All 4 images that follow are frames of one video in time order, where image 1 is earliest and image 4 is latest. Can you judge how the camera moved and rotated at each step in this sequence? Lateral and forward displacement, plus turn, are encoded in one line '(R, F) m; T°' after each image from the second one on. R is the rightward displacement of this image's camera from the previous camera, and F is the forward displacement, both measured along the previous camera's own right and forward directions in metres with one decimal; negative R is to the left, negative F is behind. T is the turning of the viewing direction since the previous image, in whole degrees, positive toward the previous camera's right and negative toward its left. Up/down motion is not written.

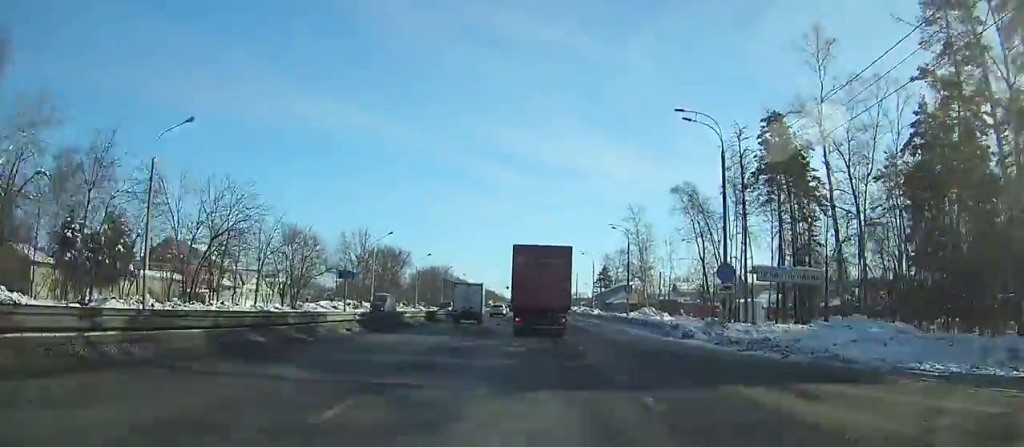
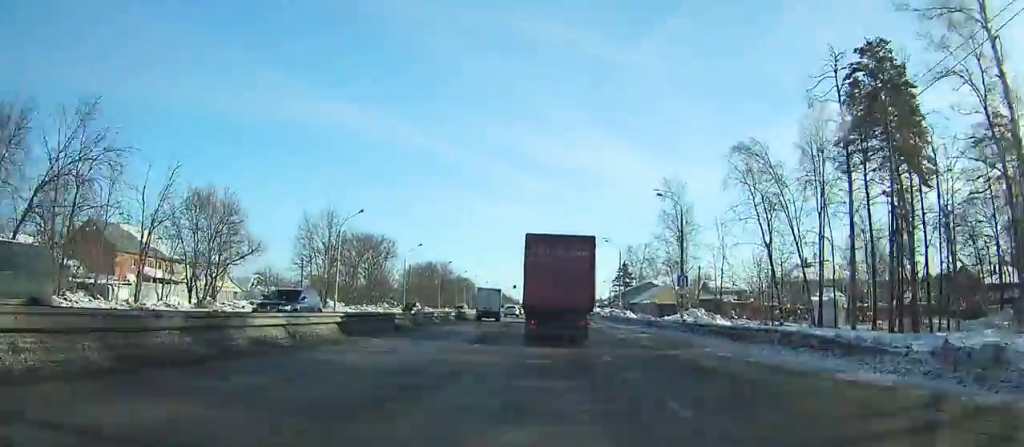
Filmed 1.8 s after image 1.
(-0.3, +23.3) m; -1°
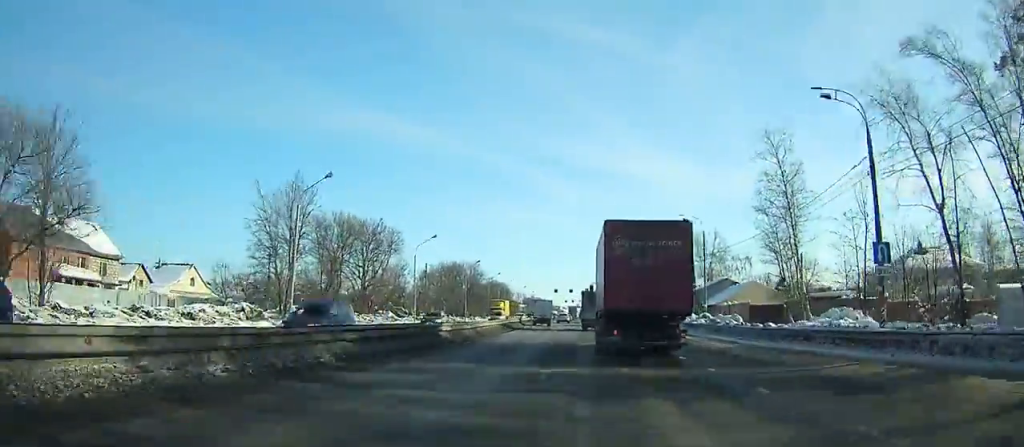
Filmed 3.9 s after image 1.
(-0.5, +26.4) m; 0°
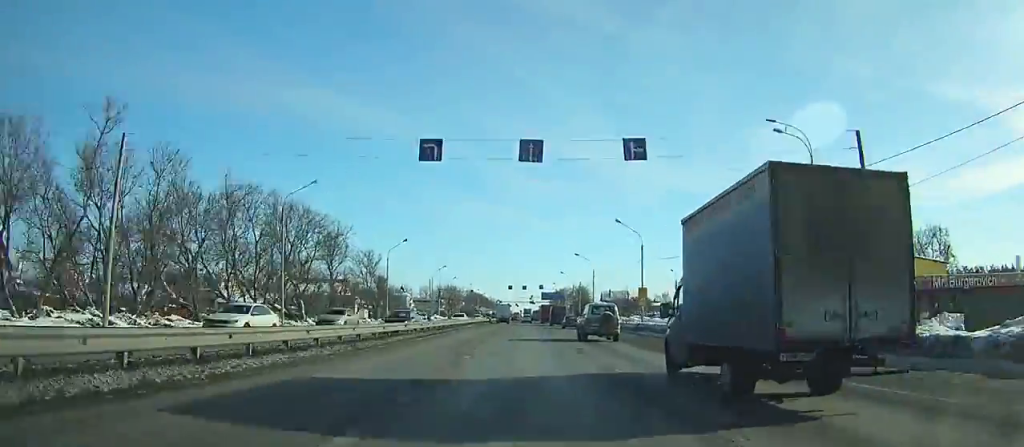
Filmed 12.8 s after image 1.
(+5.8, +124.2) m; +3°
